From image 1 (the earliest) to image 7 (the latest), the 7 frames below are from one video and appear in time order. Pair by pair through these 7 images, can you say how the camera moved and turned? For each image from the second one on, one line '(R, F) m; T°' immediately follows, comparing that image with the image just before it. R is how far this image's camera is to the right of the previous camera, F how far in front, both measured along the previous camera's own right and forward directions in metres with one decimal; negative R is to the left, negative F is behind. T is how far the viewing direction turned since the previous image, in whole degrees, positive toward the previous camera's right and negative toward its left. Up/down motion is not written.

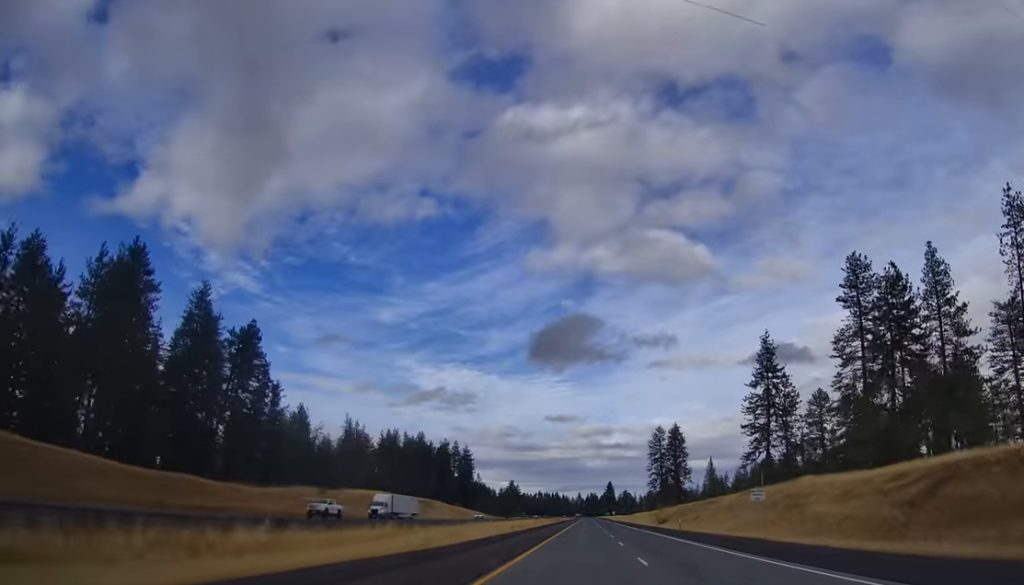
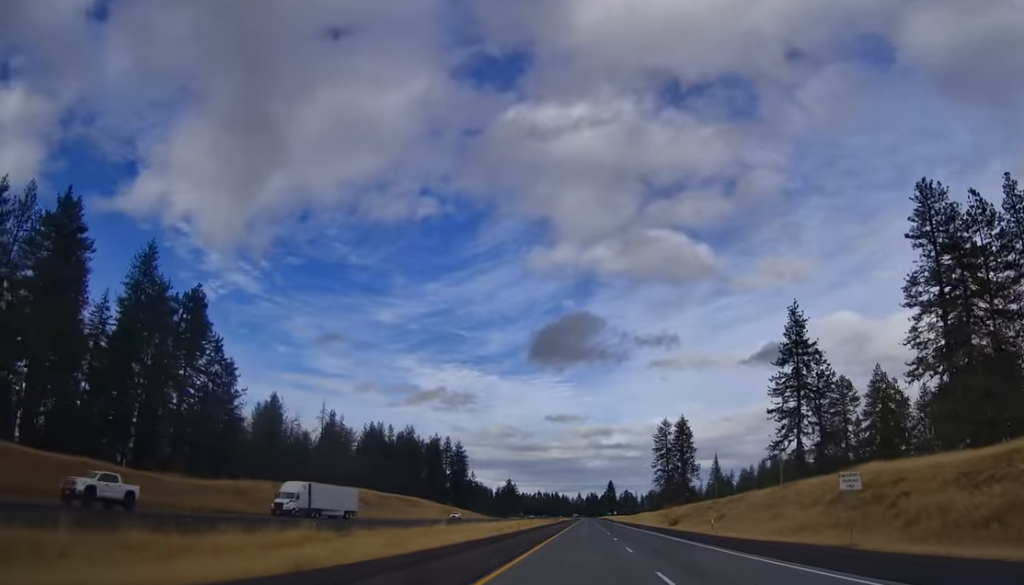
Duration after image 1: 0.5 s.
(+0.3, +17.9) m; 0°
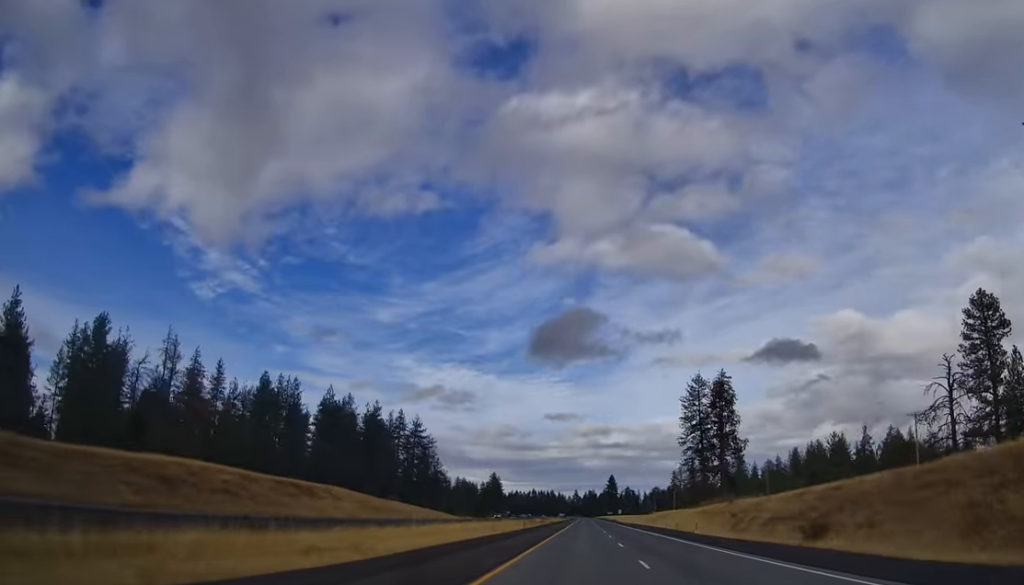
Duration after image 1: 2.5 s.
(+0.2, +70.4) m; 0°
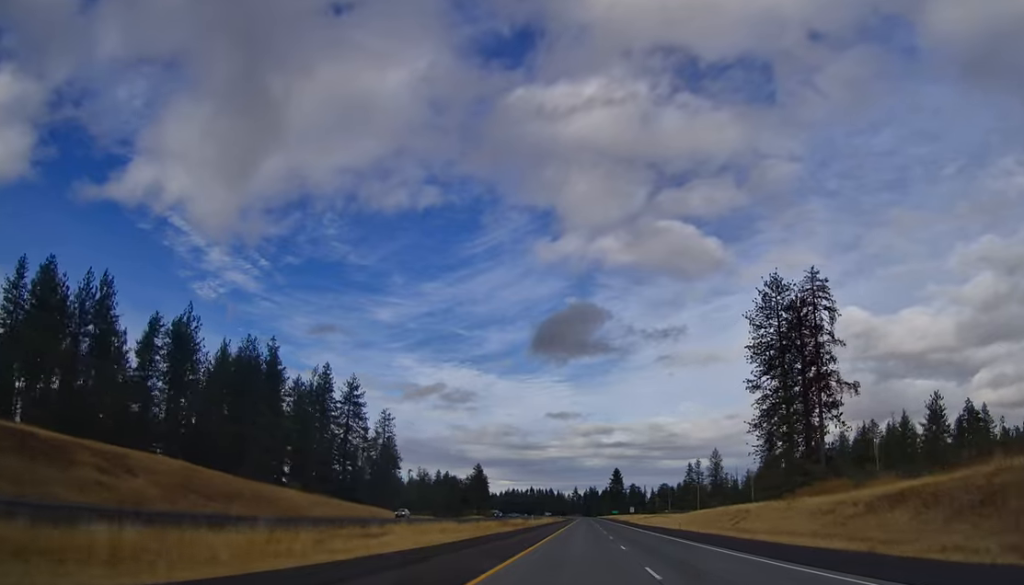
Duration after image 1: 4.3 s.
(-0.8, +65.3) m; -1°
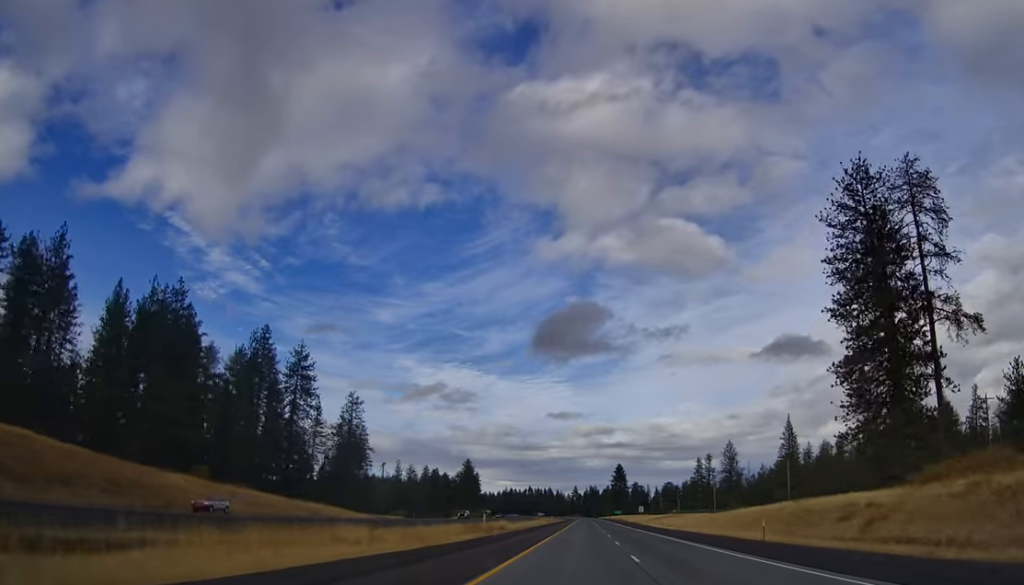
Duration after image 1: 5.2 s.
(0.0, +31.9) m; 0°
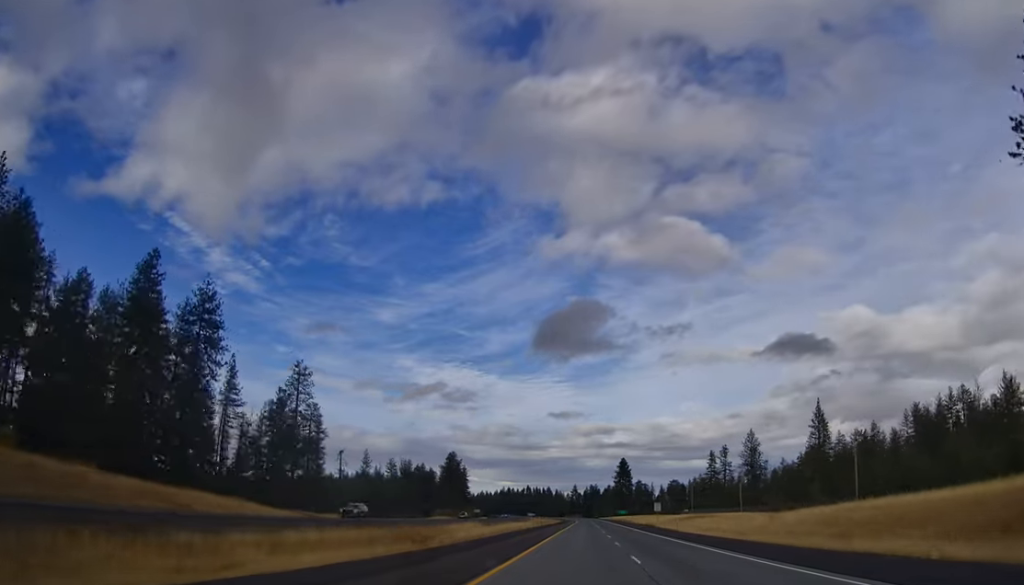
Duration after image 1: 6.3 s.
(+0.3, +37.8) m; 0°
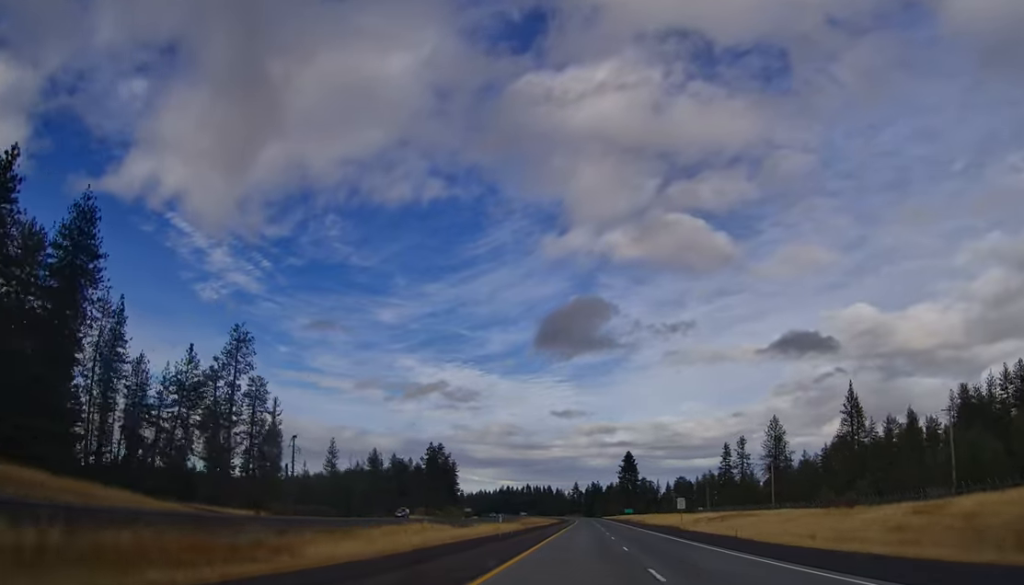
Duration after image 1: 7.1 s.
(-0.2, +30.3) m; 0°
